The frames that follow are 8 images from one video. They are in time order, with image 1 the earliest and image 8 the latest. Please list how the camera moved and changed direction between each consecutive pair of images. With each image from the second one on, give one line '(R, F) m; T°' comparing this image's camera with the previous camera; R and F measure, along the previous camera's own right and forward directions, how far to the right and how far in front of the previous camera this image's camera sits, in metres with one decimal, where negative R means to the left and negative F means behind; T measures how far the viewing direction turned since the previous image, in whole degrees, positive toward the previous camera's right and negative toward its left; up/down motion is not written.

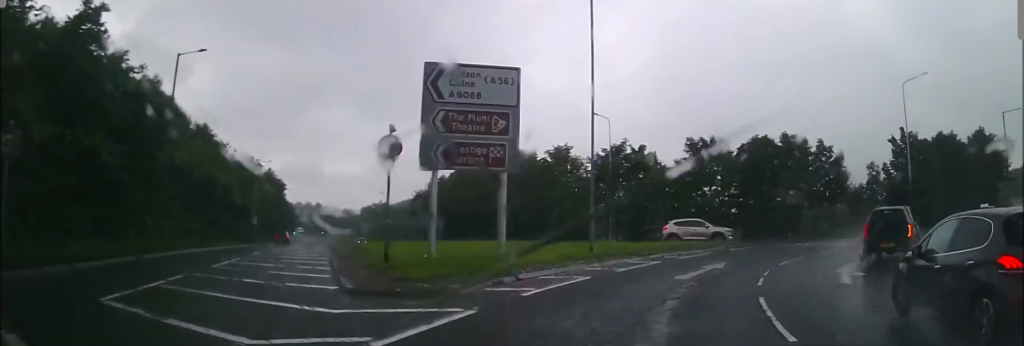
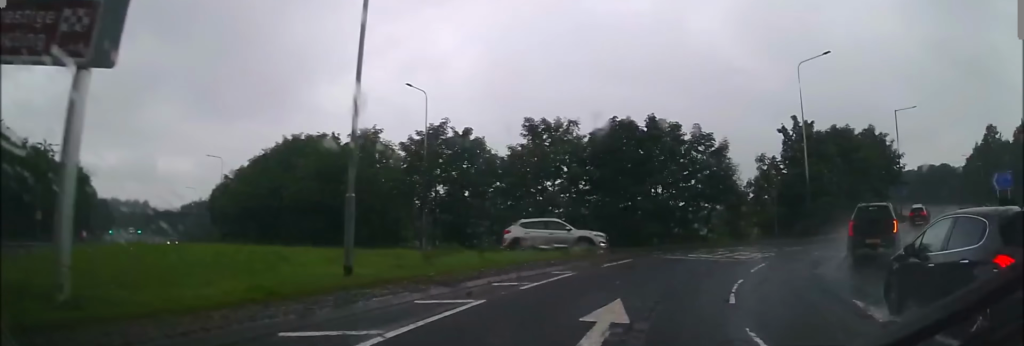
(+0.4, +9.0) m; +18°
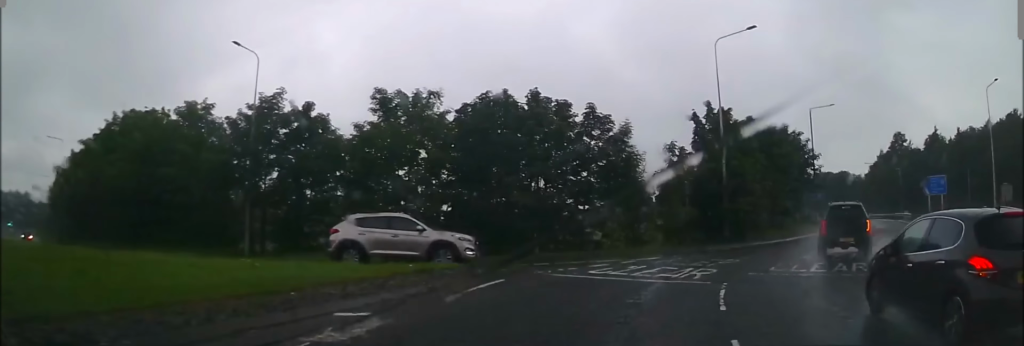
(+1.7, +7.0) m; +15°
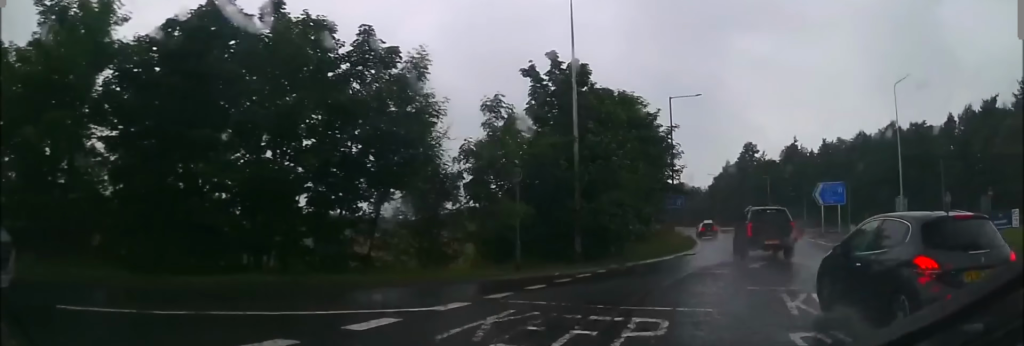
(+2.0, +11.5) m; +6°
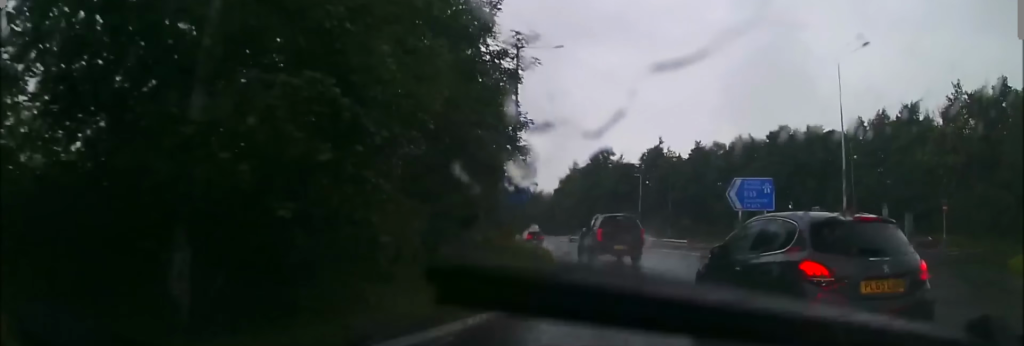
(-0.6, +14.2) m; +3°
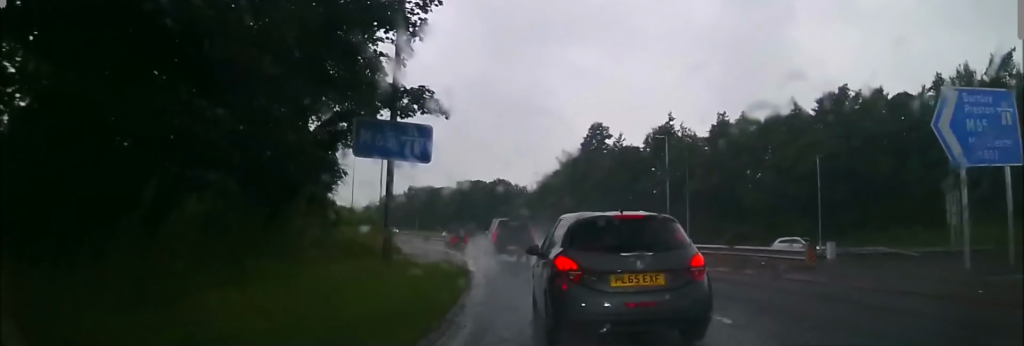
(+2.5, +19.4) m; +11°
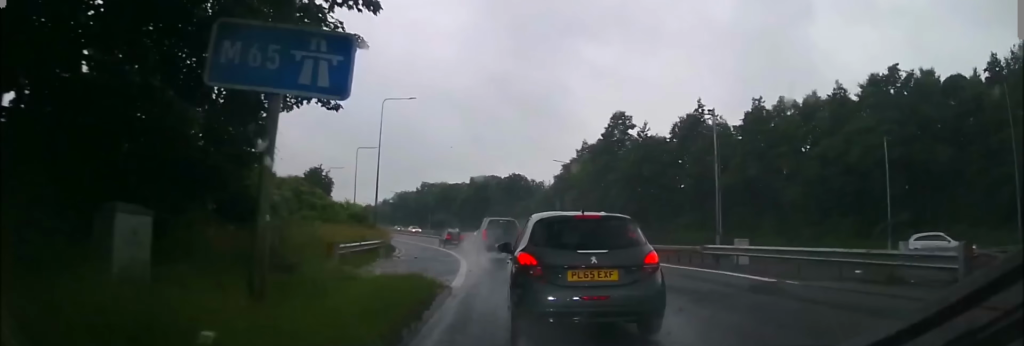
(+0.1, +6.3) m; -1°
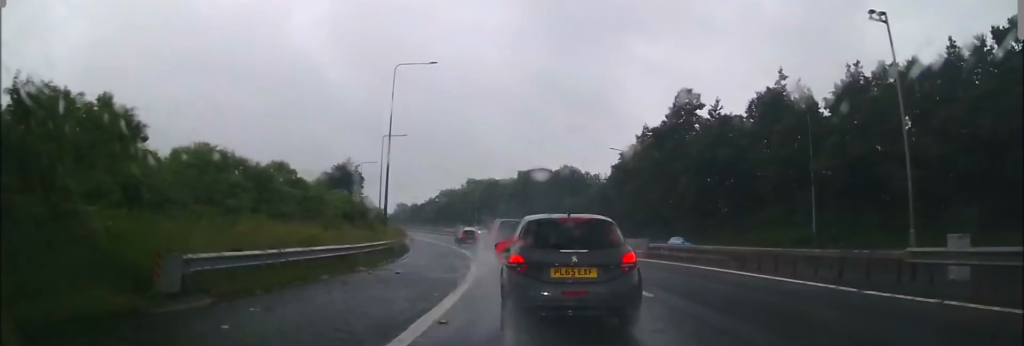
(0.0, +10.7) m; -2°
